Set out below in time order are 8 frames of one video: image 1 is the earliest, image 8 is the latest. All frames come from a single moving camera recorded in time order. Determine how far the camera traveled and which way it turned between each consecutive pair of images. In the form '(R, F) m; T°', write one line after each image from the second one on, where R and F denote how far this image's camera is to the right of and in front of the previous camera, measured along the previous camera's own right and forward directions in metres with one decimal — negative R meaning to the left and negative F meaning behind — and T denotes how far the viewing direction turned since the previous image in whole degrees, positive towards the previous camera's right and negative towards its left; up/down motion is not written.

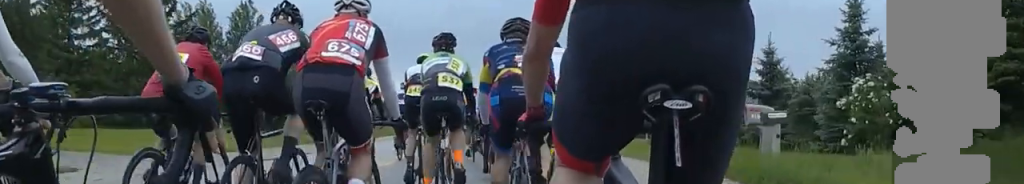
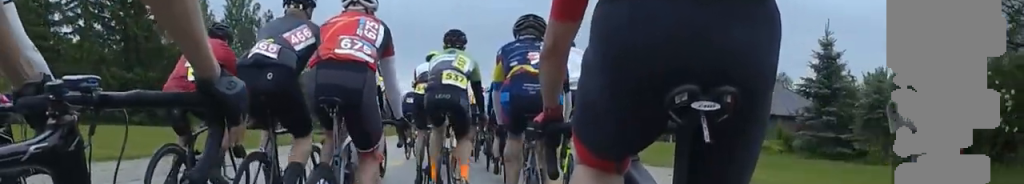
(-0.2, +6.9) m; 0°
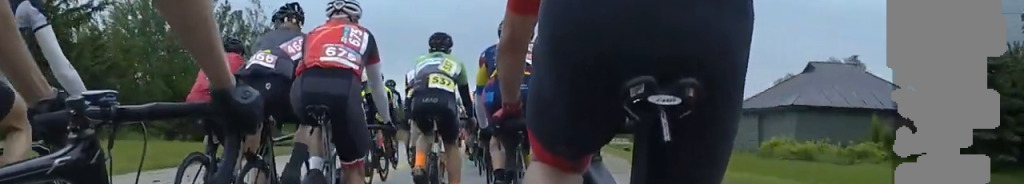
(+0.2, +14.2) m; +1°
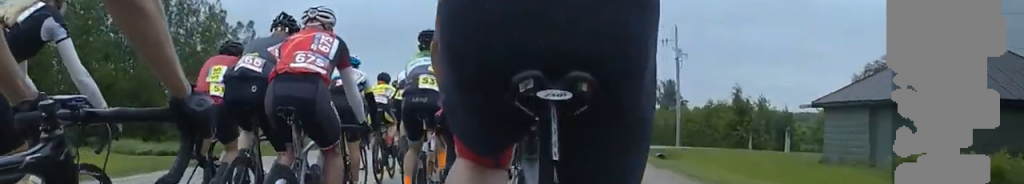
(0.0, +15.1) m; +1°
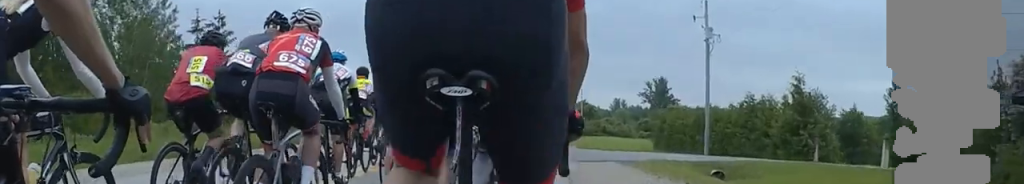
(+0.8, +16.7) m; +3°
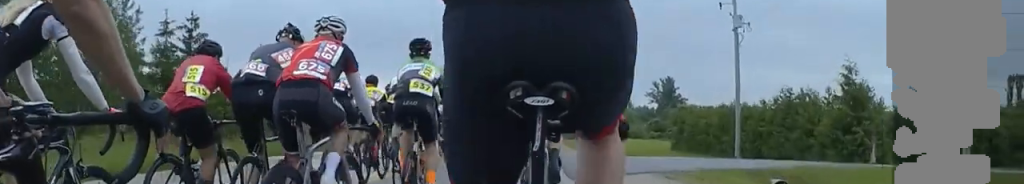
(+0.2, +6.6) m; -1°
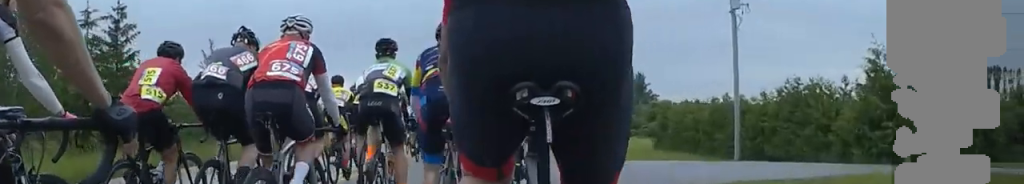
(-0.4, +6.7) m; -2°
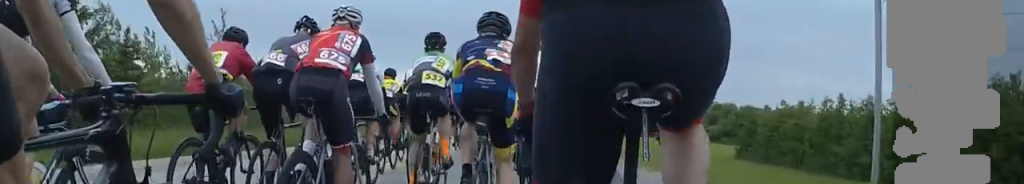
(-0.2, +12.7) m; -1°
